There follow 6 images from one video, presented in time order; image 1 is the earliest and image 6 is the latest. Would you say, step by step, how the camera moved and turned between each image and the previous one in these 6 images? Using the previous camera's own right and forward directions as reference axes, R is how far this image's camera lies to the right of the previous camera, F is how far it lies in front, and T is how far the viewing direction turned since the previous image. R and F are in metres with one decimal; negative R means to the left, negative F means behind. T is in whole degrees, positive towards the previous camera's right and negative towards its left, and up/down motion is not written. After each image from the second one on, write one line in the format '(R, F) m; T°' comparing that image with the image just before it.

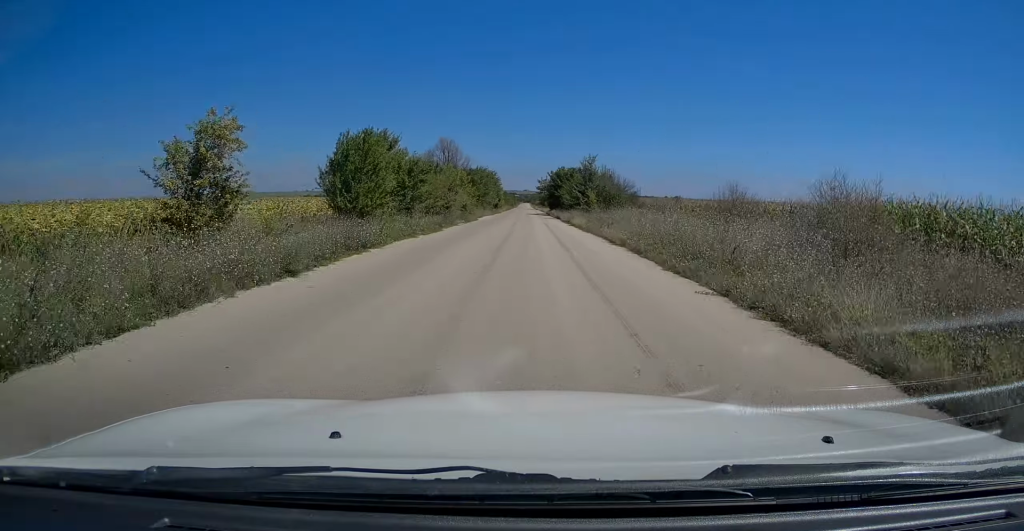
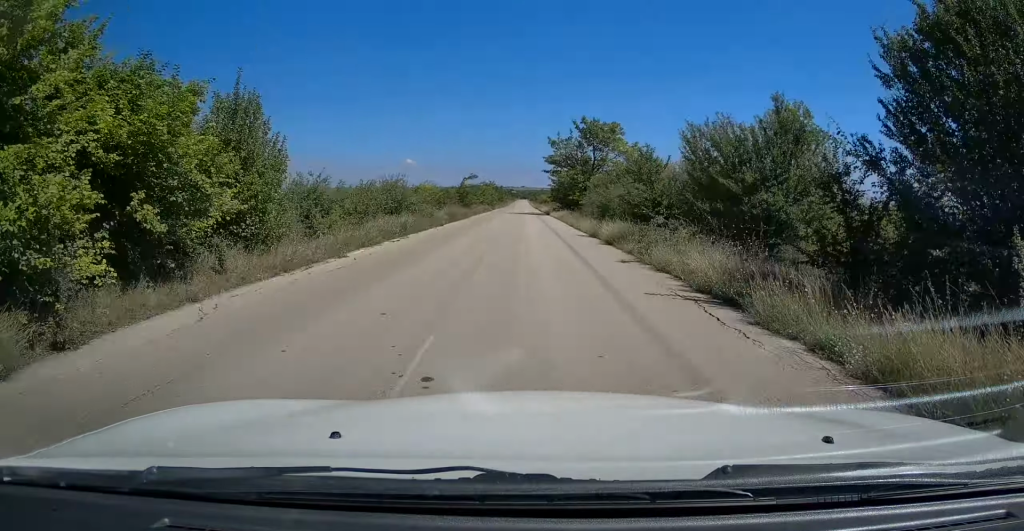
(+0.4, +90.8) m; +1°
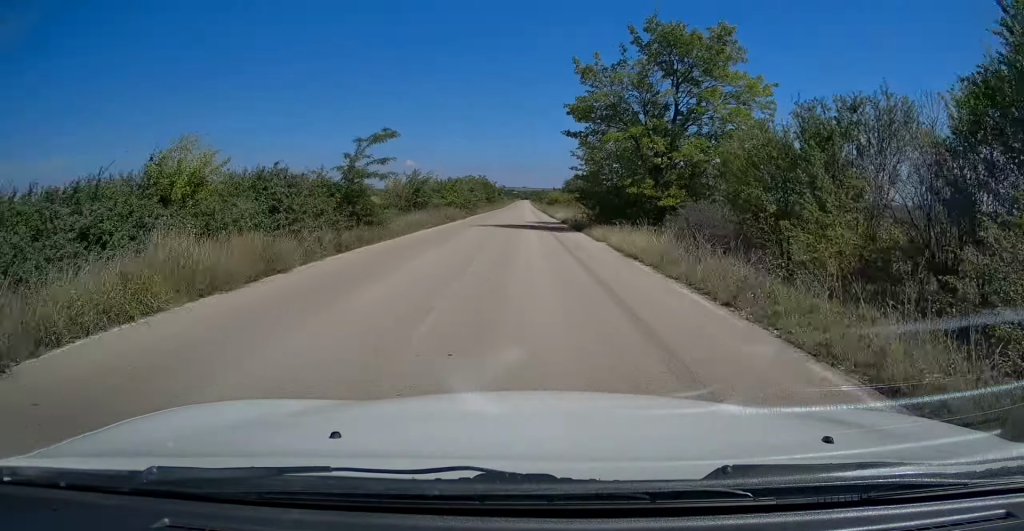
(-0.2, +32.9) m; -1°
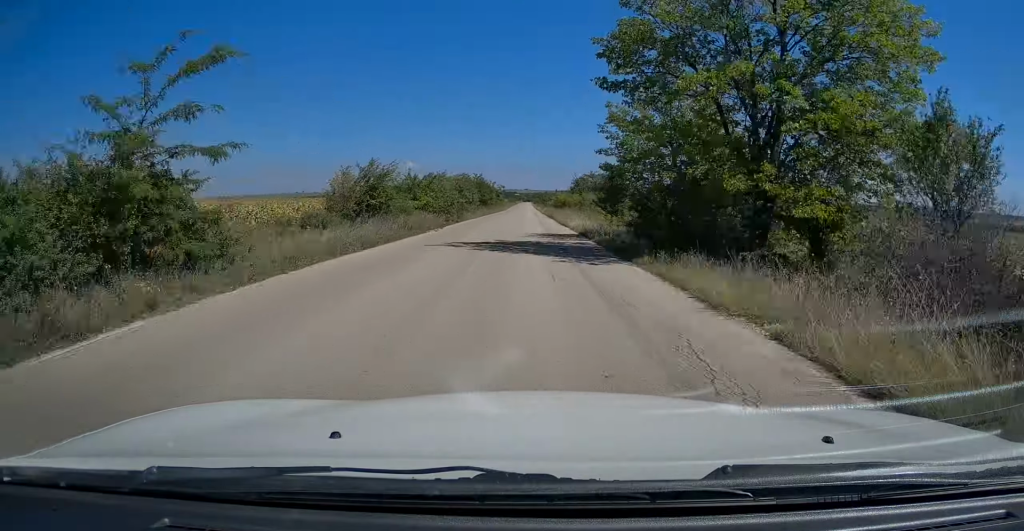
(+0.1, +11.8) m; 0°
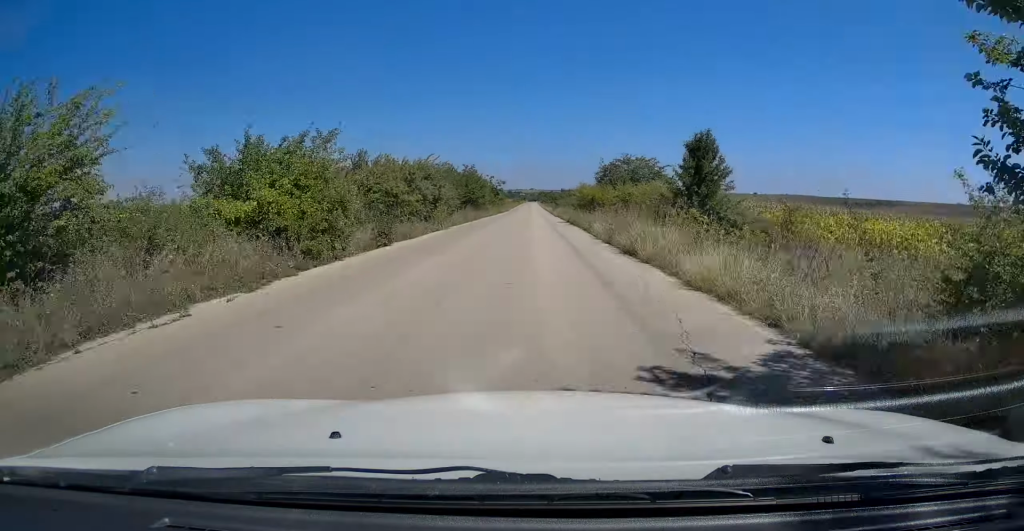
(-0.2, +21.1) m; 0°
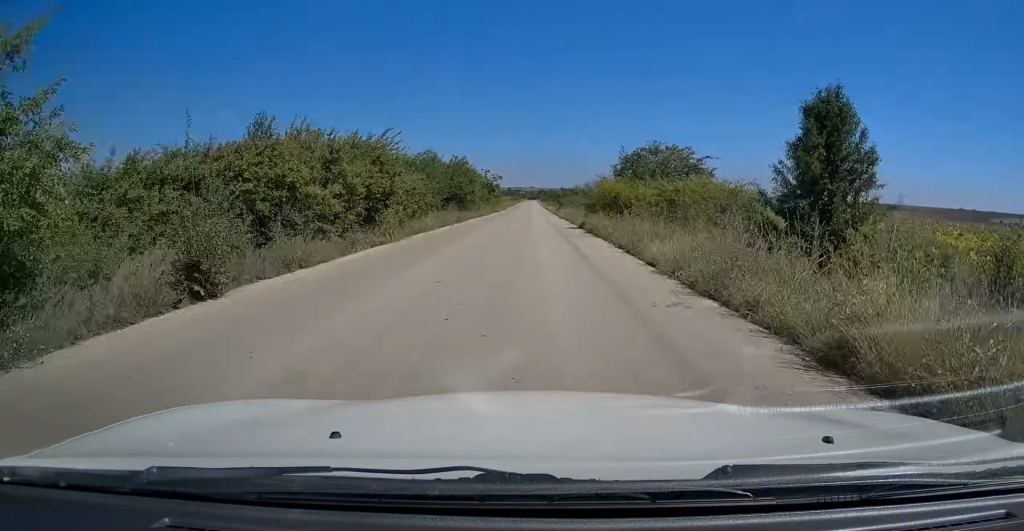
(-0.2, +10.2) m; 0°
